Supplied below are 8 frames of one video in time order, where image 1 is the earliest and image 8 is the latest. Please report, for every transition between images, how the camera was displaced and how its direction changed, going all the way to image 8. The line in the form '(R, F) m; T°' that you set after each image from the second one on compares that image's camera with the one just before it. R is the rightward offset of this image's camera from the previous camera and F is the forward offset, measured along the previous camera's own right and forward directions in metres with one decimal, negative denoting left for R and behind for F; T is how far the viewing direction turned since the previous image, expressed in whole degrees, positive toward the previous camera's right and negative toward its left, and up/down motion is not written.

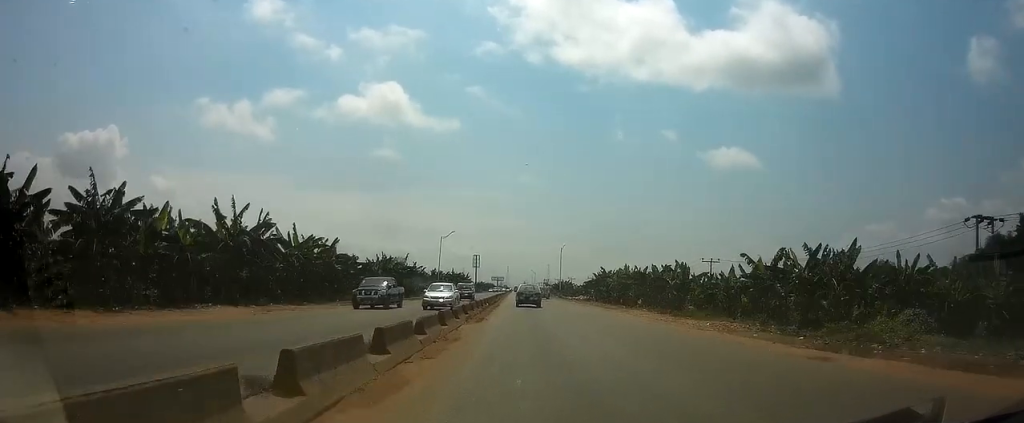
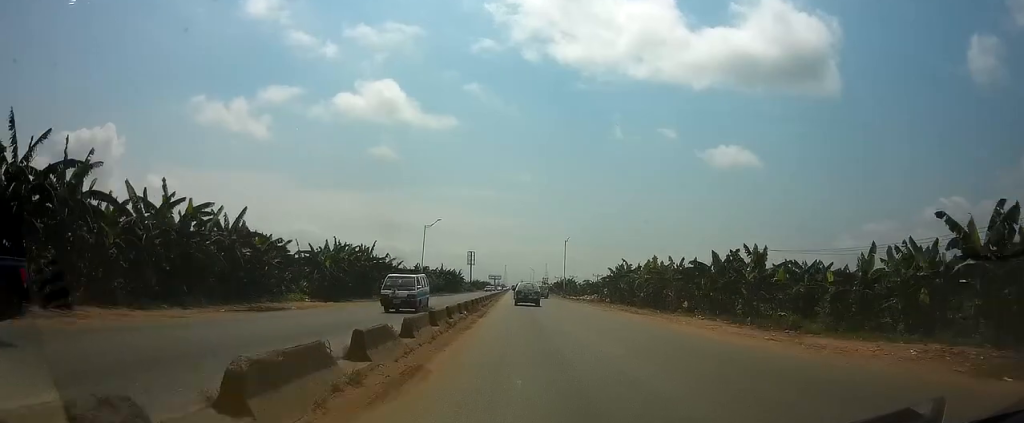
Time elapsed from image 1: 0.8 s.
(0.0, +15.5) m; 0°
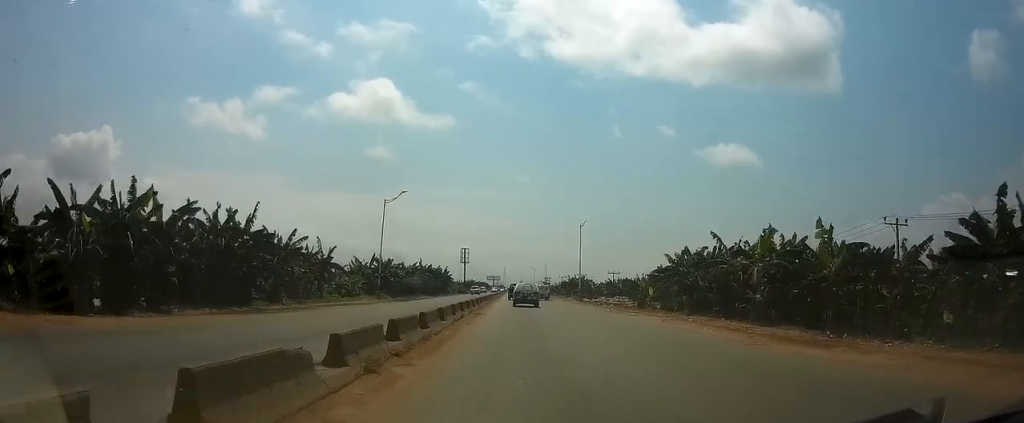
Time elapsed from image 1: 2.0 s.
(+0.1, +26.2) m; 0°
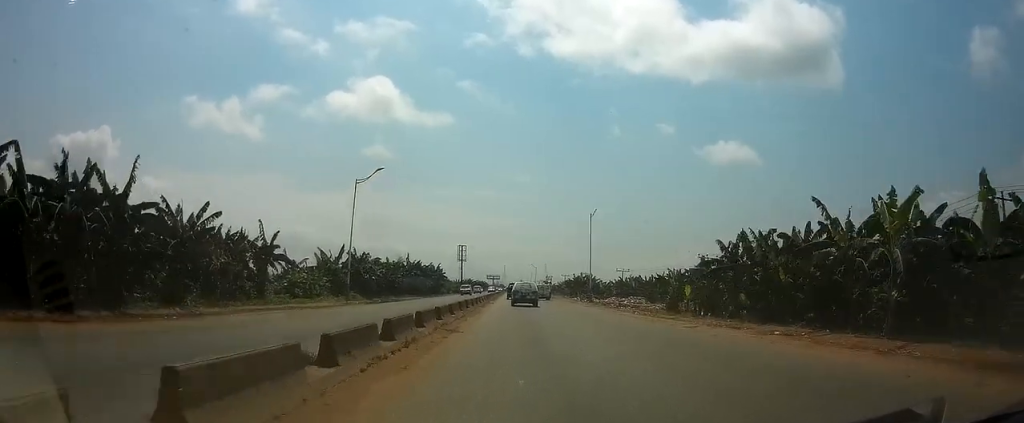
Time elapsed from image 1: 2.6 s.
(-0.1, +10.7) m; 0°
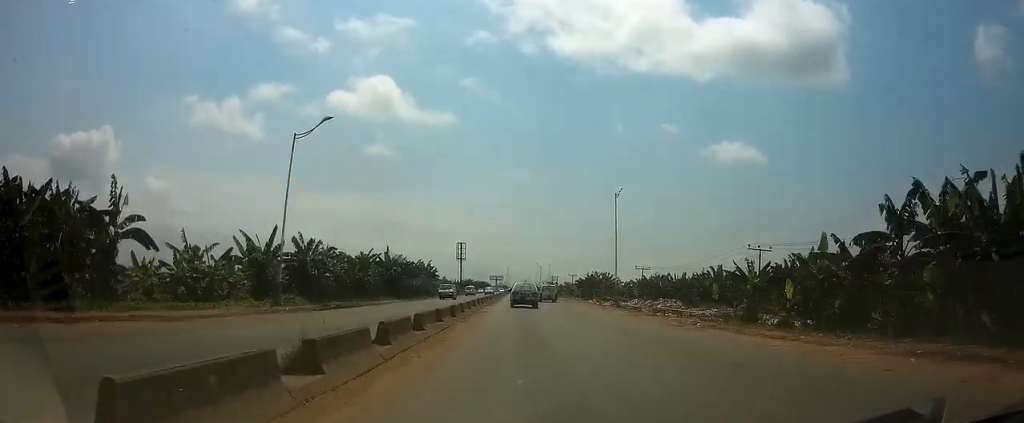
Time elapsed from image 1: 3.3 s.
(-0.1, +15.7) m; 0°
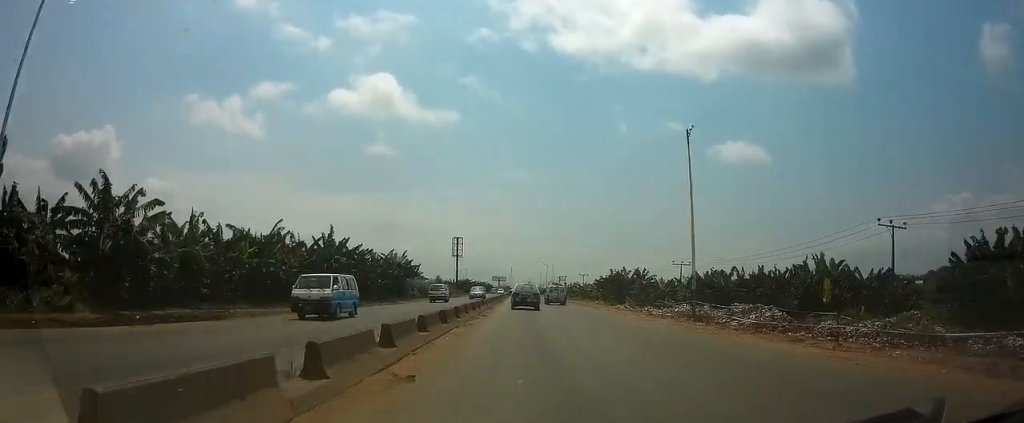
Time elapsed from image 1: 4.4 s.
(0.0, +21.6) m; 0°
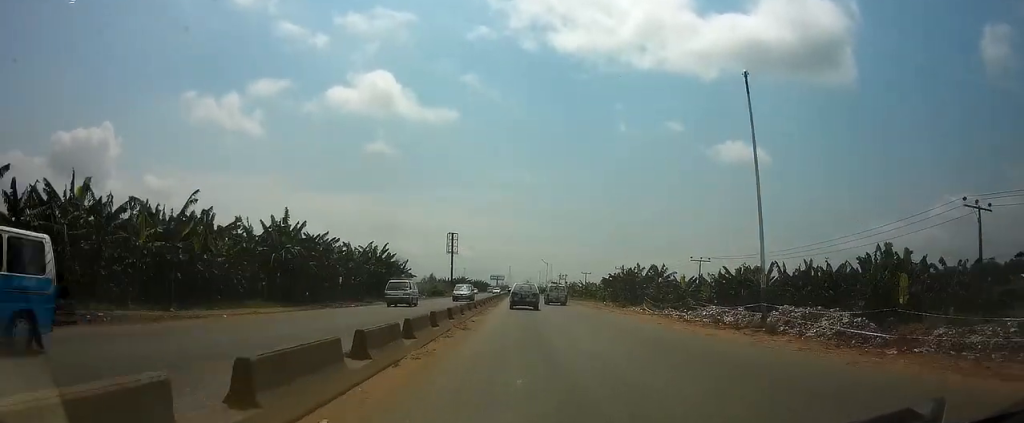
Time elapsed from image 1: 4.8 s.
(+0.1, +9.1) m; 0°
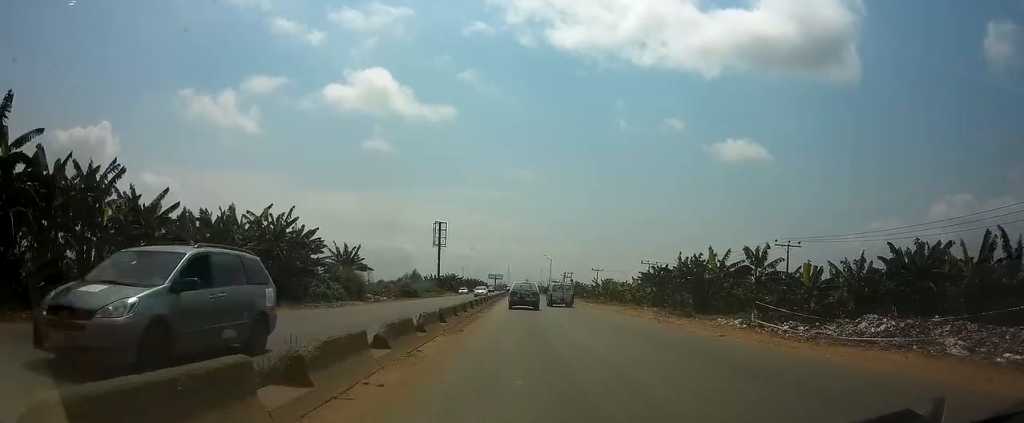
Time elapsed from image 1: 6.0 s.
(-0.1, +23.9) m; 0°
